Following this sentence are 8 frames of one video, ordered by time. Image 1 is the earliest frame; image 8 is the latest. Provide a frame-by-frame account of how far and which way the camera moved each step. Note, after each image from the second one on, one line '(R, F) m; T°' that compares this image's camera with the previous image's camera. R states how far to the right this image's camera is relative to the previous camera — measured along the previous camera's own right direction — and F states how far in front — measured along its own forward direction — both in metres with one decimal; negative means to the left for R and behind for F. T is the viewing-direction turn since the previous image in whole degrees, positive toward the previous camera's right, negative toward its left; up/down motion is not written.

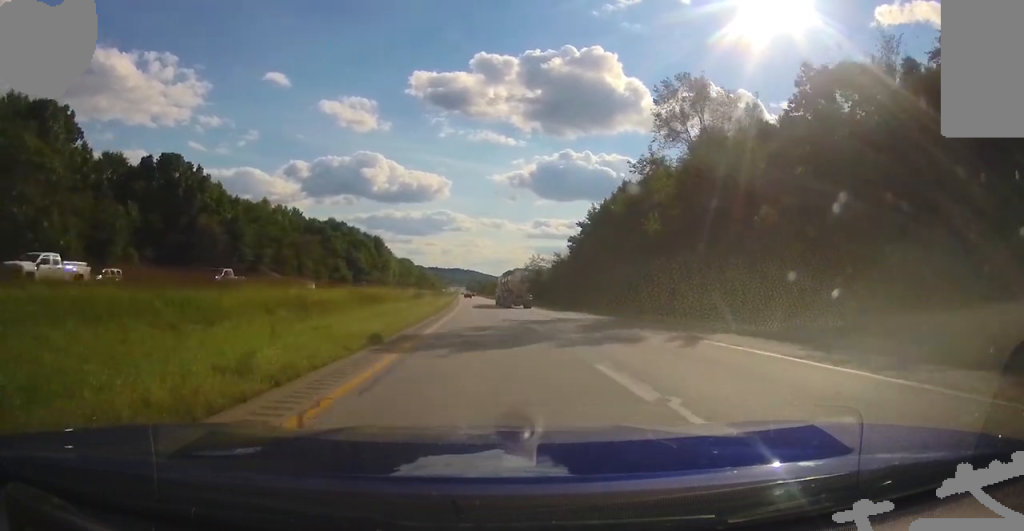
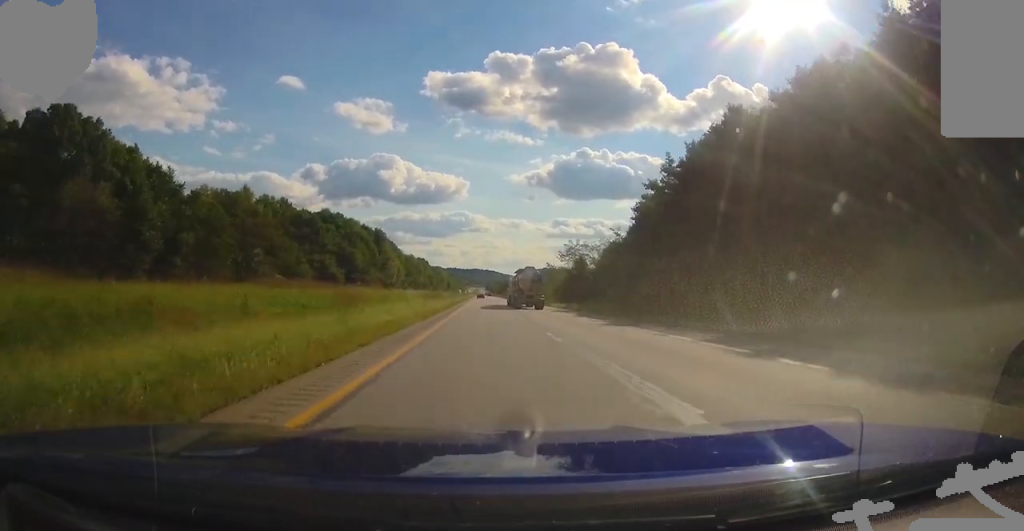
(-2.9, +40.0) m; -5°
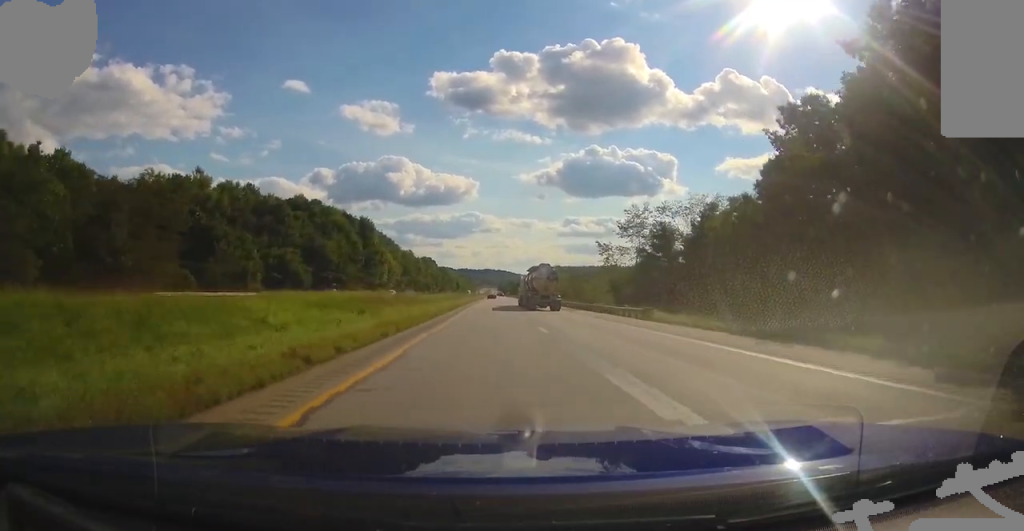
(-0.2, +45.1) m; -1°
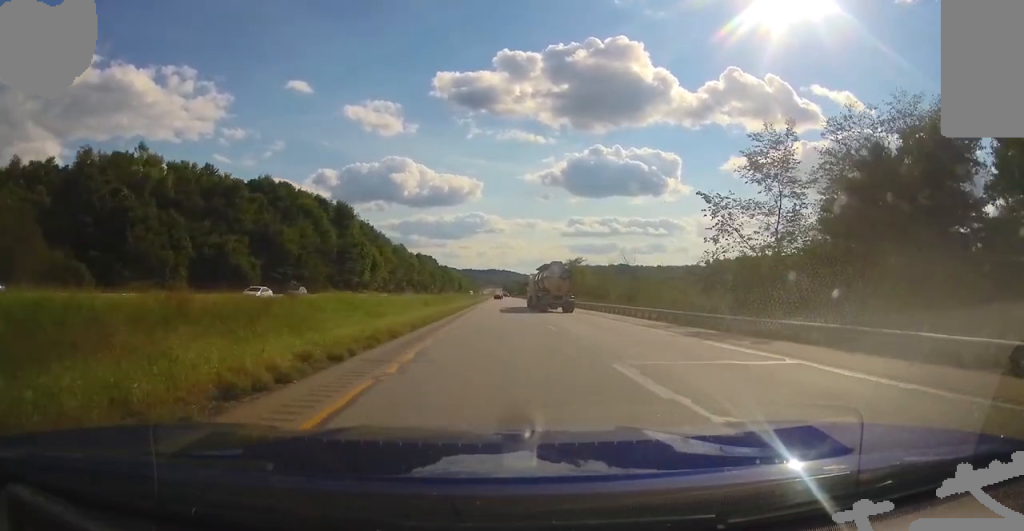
(-0.2, +35.4) m; 0°
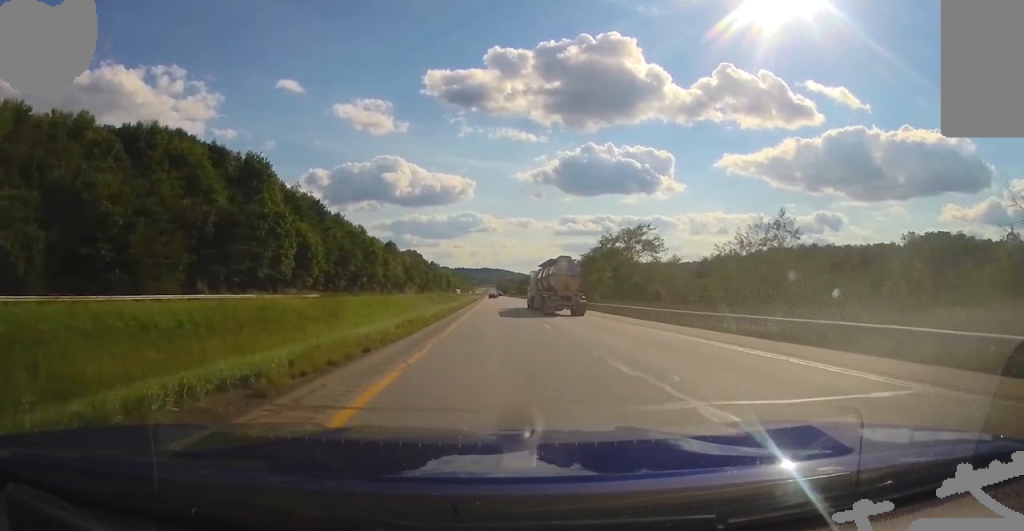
(0.0, +58.8) m; 0°
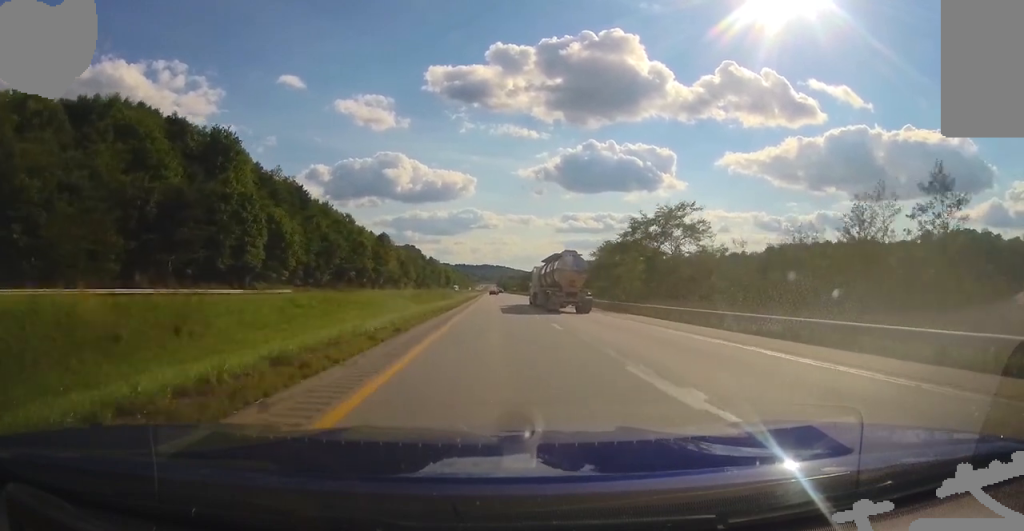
(0.0, +15.1) m; 0°
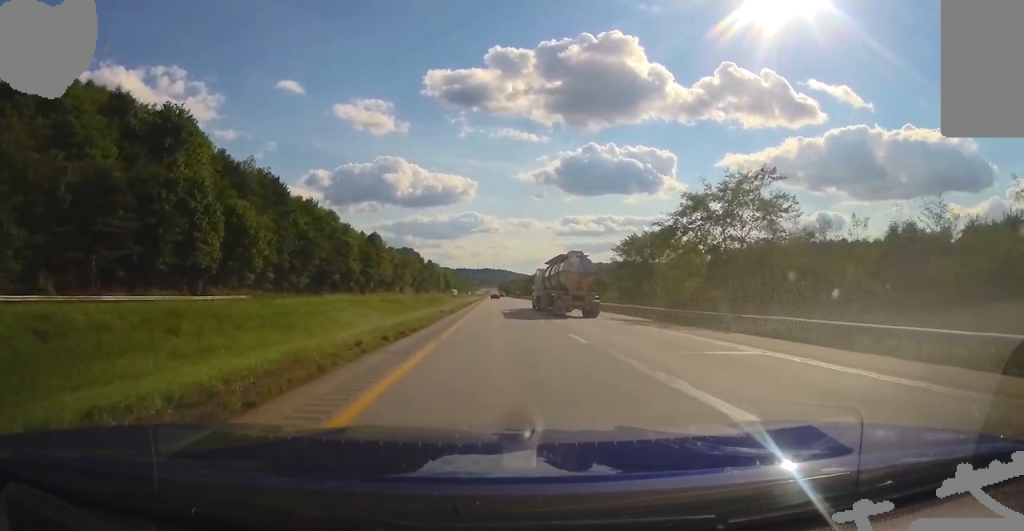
(0.0, +16.3) m; 0°
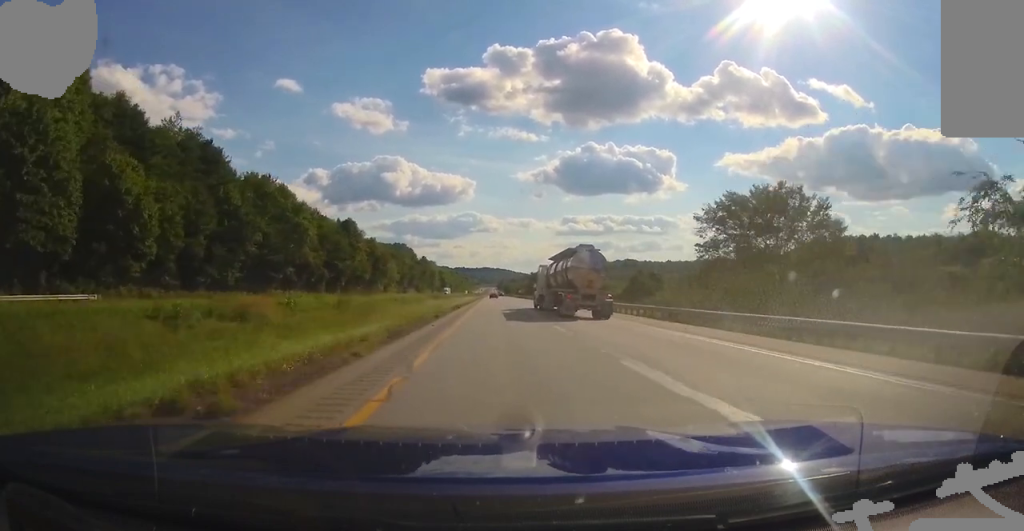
(0.0, +31.4) m; 0°
